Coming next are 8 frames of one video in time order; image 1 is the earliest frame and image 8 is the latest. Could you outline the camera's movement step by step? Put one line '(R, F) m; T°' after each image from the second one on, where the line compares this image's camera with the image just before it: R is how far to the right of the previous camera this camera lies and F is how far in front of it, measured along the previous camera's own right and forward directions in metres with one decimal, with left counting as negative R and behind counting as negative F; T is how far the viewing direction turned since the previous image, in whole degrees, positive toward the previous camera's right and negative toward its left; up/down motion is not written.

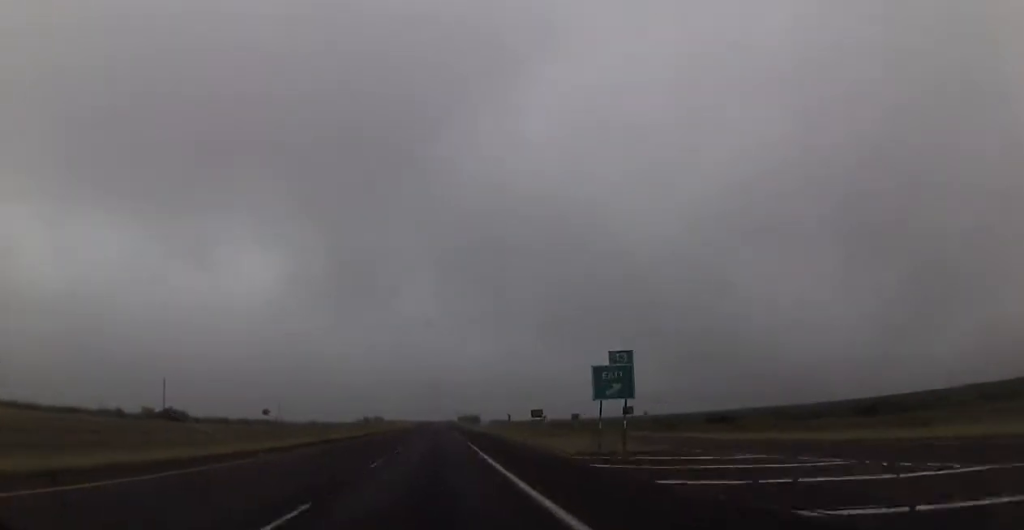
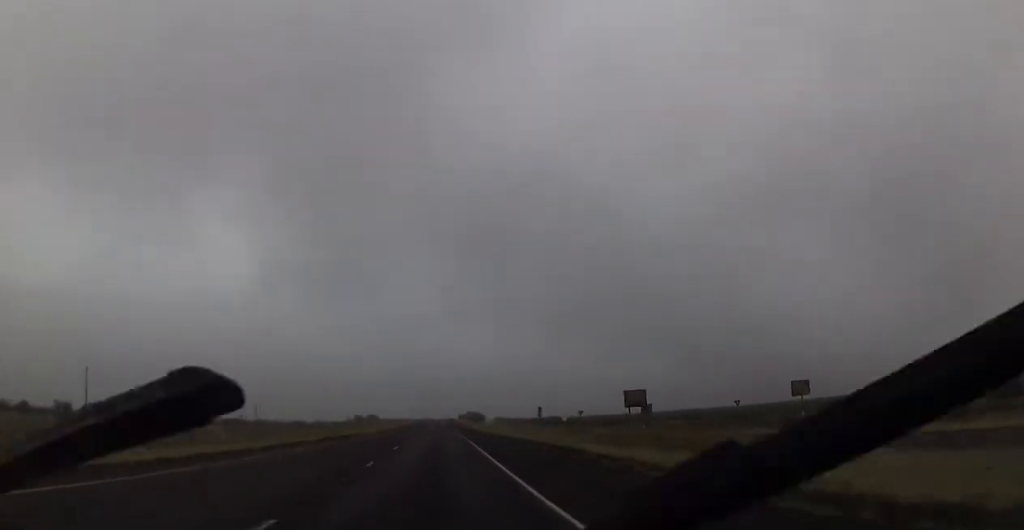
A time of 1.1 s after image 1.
(0.0, +38.8) m; +1°
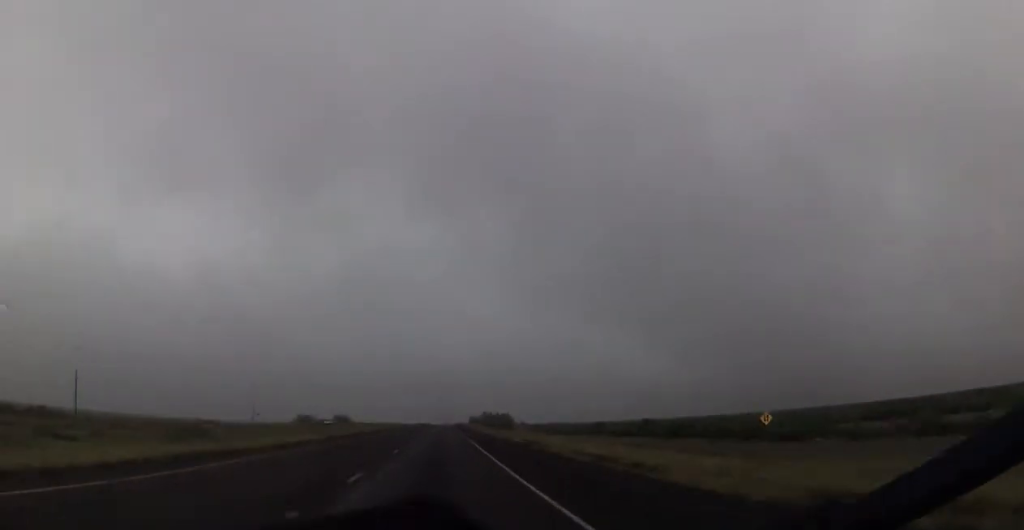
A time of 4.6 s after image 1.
(+1.2, +126.9) m; 0°
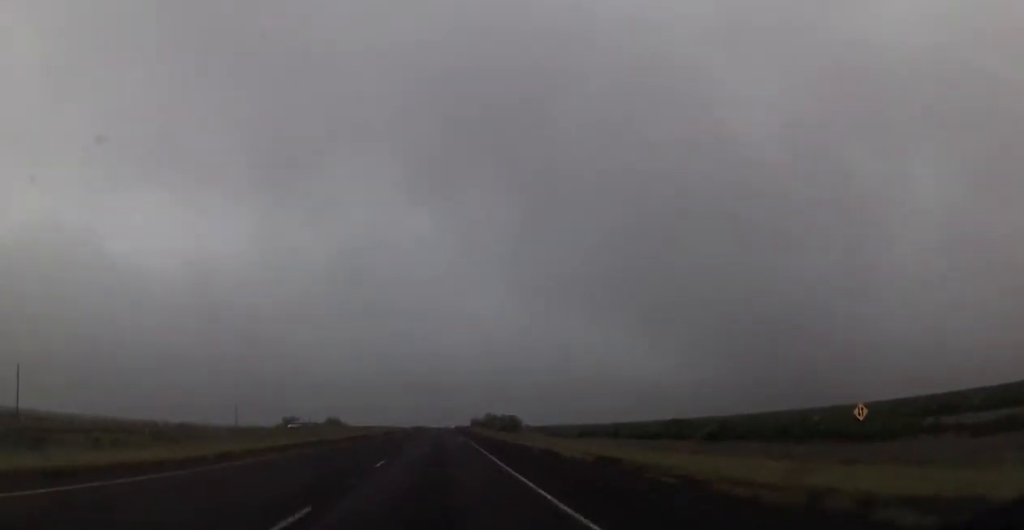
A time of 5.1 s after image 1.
(+0.1, +19.3) m; 0°
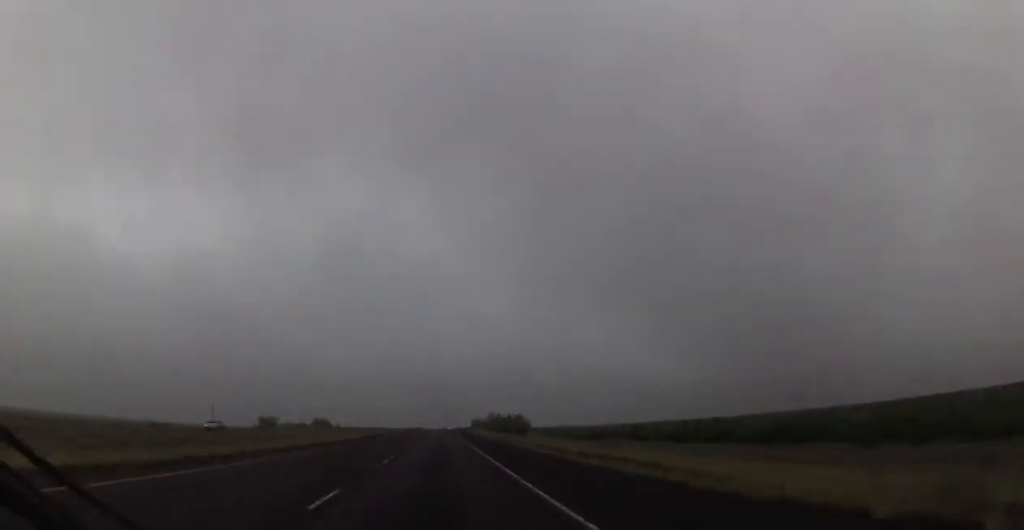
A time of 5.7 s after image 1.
(-0.2, +21.7) m; 0°
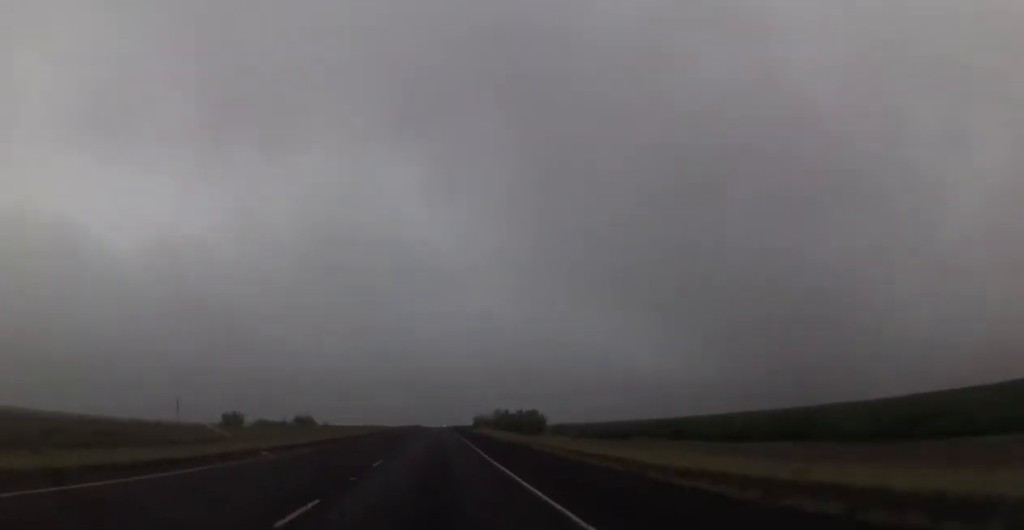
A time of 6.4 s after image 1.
(0.0, +26.5) m; 0°
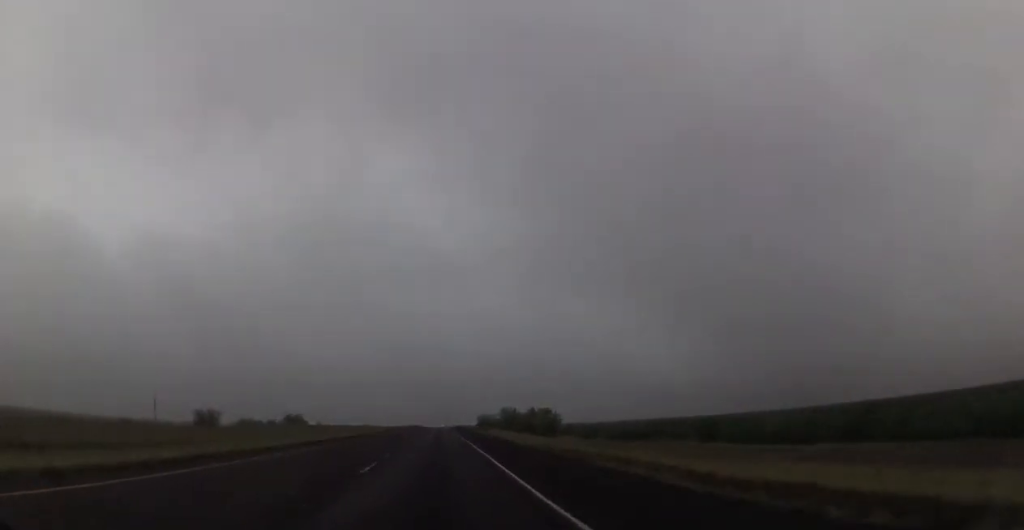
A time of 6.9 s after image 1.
(+0.1, +15.6) m; 0°
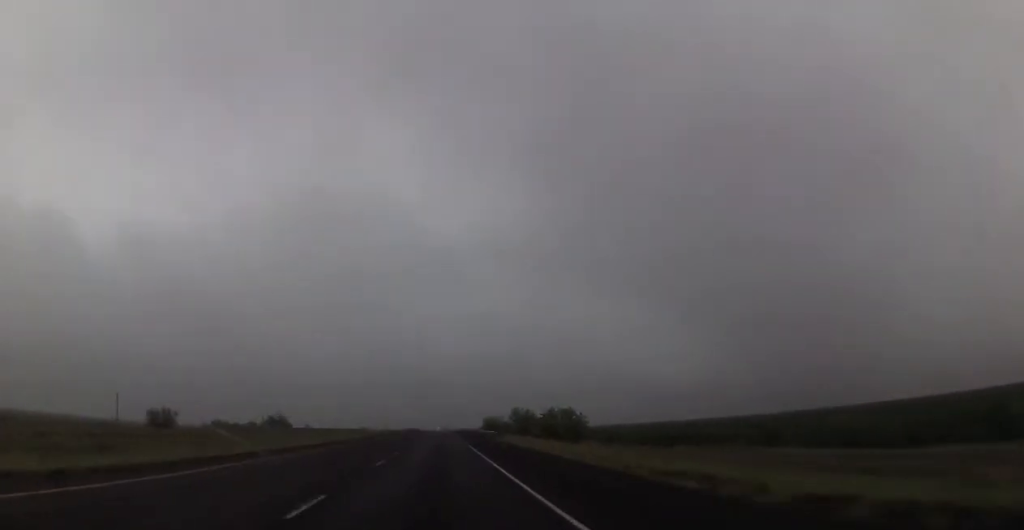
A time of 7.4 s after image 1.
(0.0, +20.5) m; 0°
